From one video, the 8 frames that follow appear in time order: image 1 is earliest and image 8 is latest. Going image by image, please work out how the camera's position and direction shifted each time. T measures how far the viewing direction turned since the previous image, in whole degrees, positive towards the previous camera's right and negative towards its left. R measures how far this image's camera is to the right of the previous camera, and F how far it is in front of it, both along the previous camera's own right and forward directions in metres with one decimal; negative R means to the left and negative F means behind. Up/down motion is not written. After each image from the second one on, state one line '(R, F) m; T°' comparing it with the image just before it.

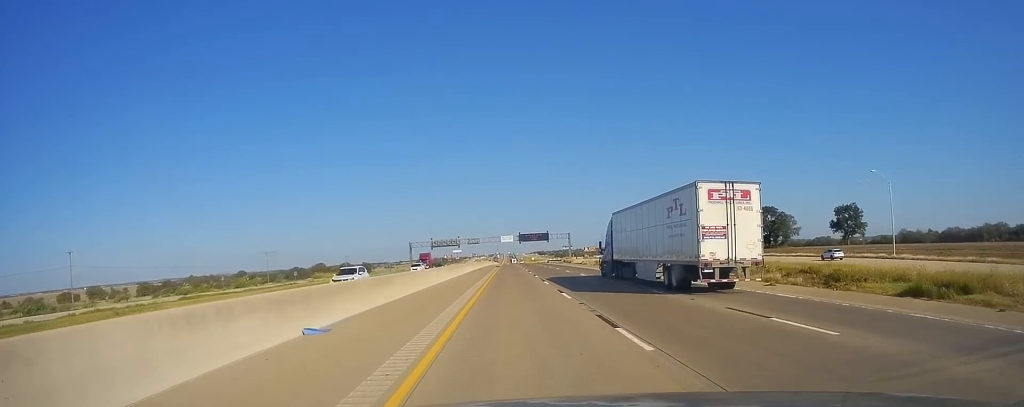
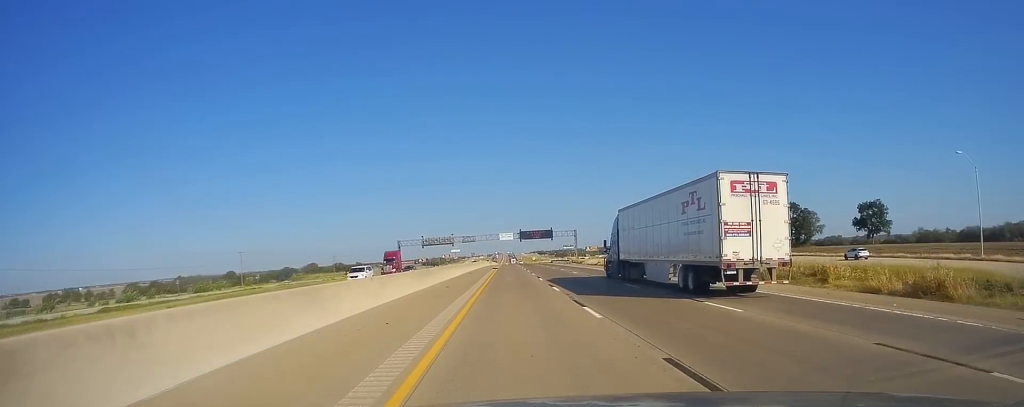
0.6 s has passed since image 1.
(+0.1, +19.4) m; 0°
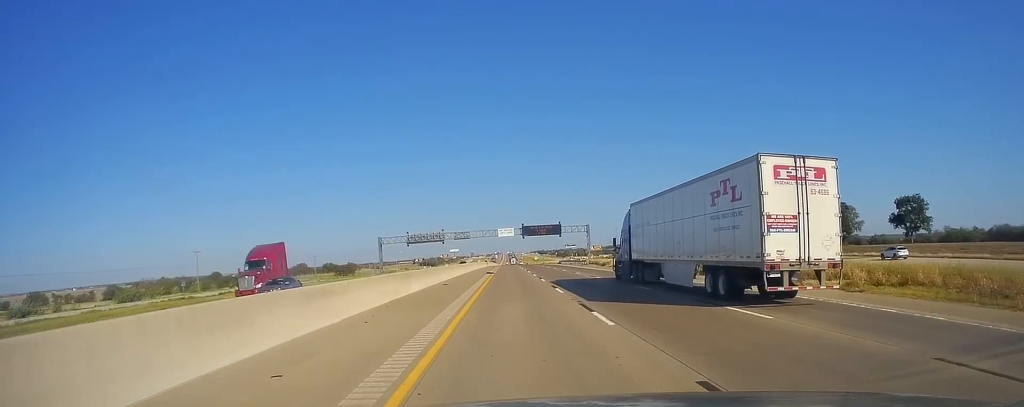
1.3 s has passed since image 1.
(0.0, +26.2) m; 0°
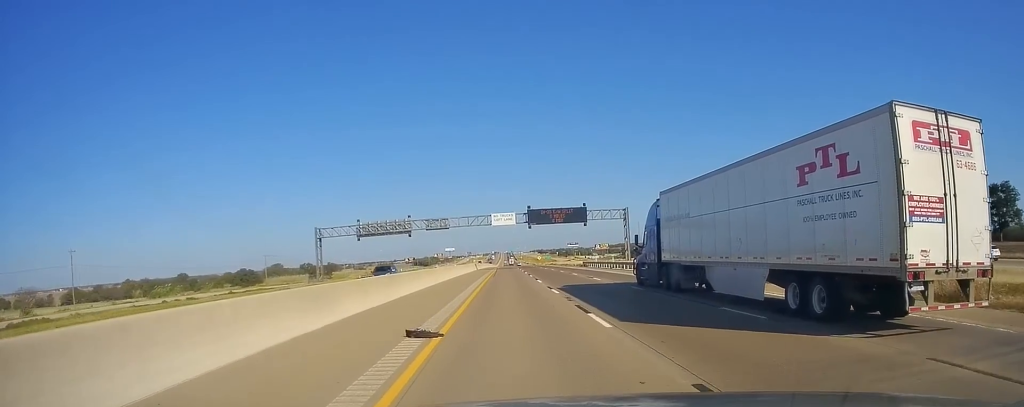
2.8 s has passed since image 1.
(+0.7, +48.3) m; +1°
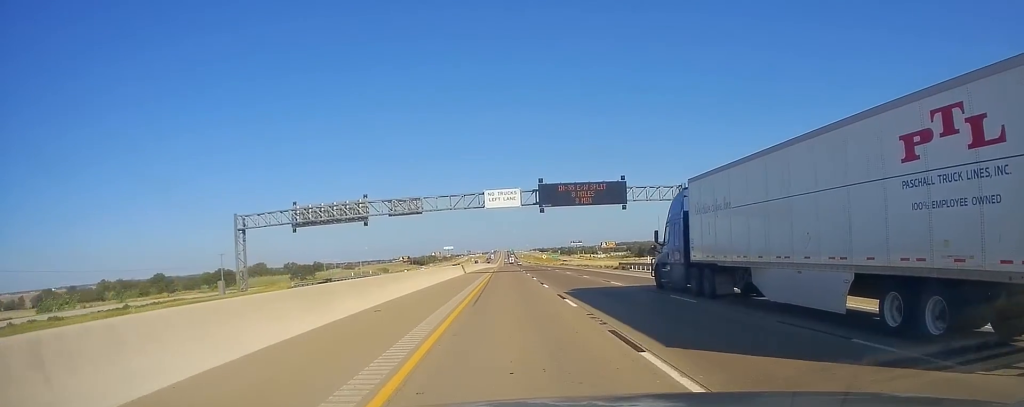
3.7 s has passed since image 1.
(-0.1, +31.3) m; 0°
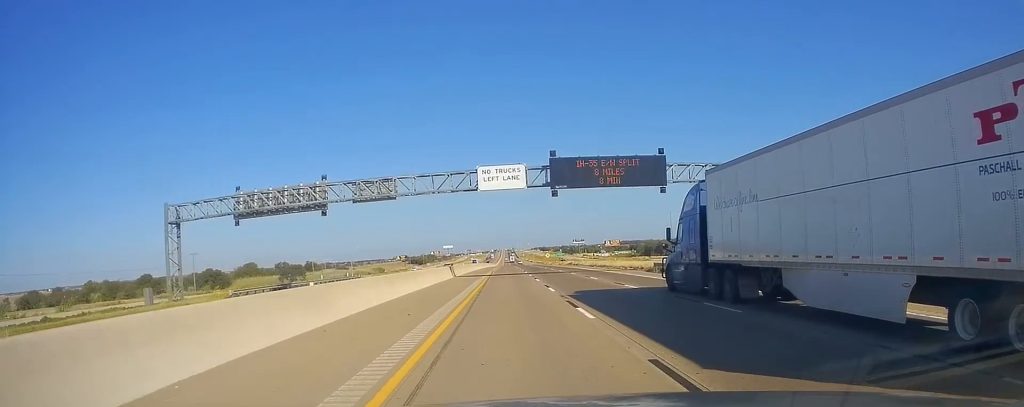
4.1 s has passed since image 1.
(-0.1, +16.0) m; 0°
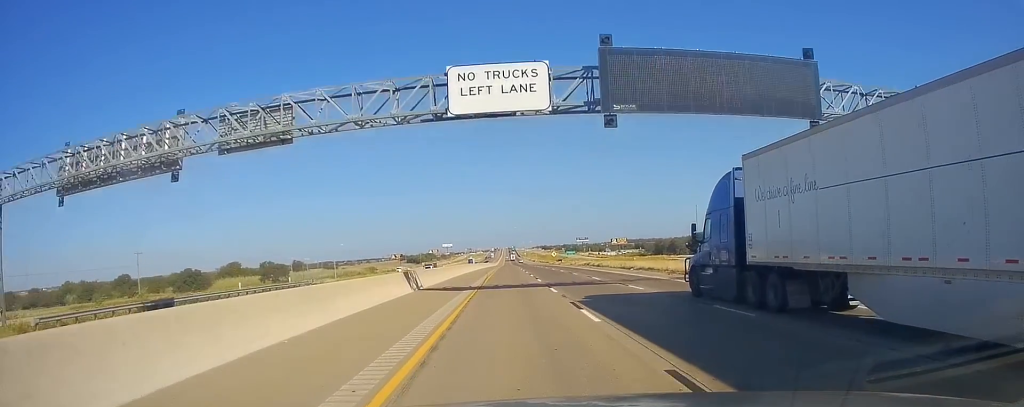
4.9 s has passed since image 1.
(0.0, +25.2) m; 0°
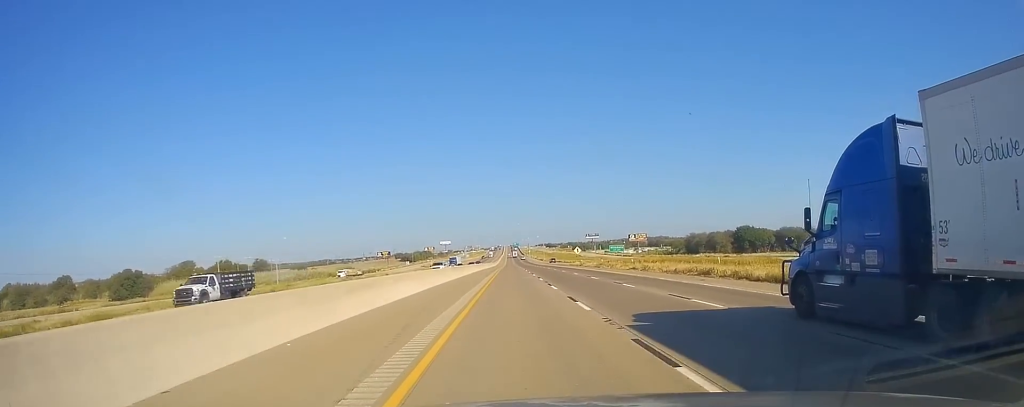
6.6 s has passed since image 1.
(0.0, +57.8) m; +1°
